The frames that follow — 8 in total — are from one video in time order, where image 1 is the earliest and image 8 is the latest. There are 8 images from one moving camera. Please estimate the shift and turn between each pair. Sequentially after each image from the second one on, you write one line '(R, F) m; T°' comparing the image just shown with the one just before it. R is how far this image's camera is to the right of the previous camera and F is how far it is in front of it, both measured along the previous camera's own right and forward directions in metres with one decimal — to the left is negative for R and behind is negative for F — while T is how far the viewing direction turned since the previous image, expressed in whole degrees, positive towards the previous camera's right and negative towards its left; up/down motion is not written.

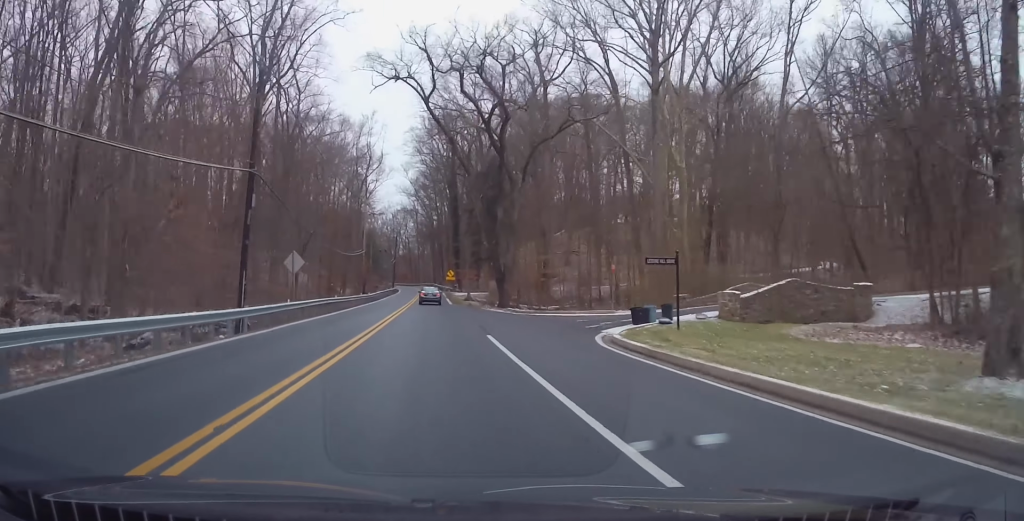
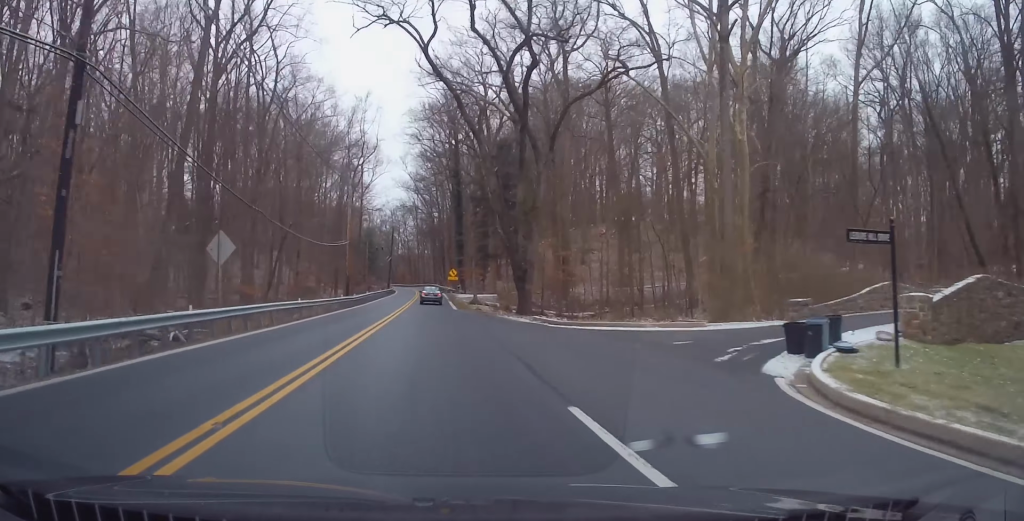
(-0.1, +12.6) m; -1°
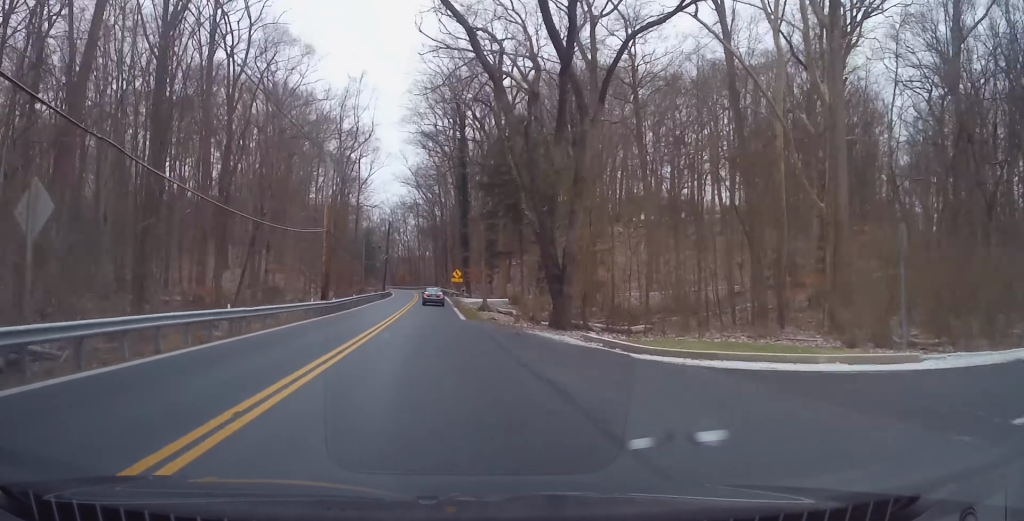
(-0.1, +11.6) m; 0°
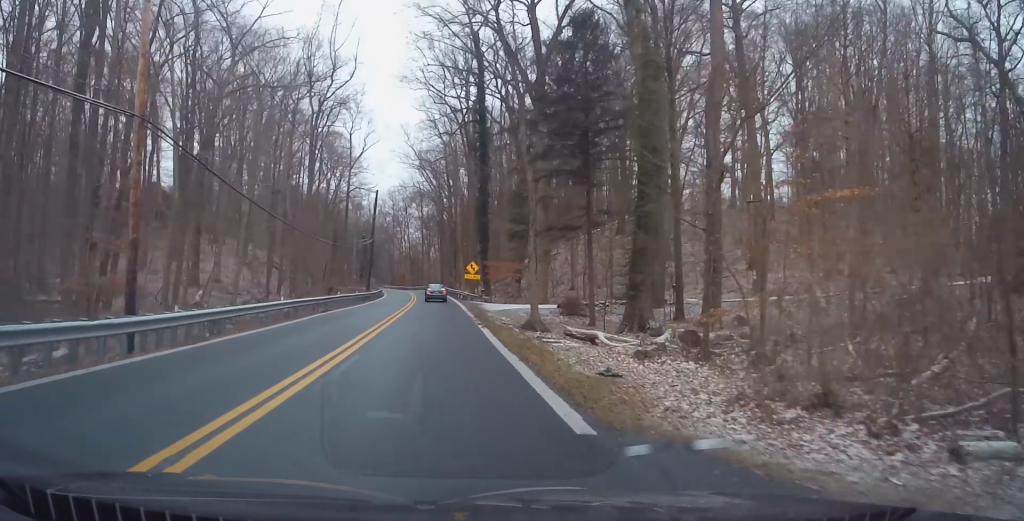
(-0.1, +26.2) m; -1°
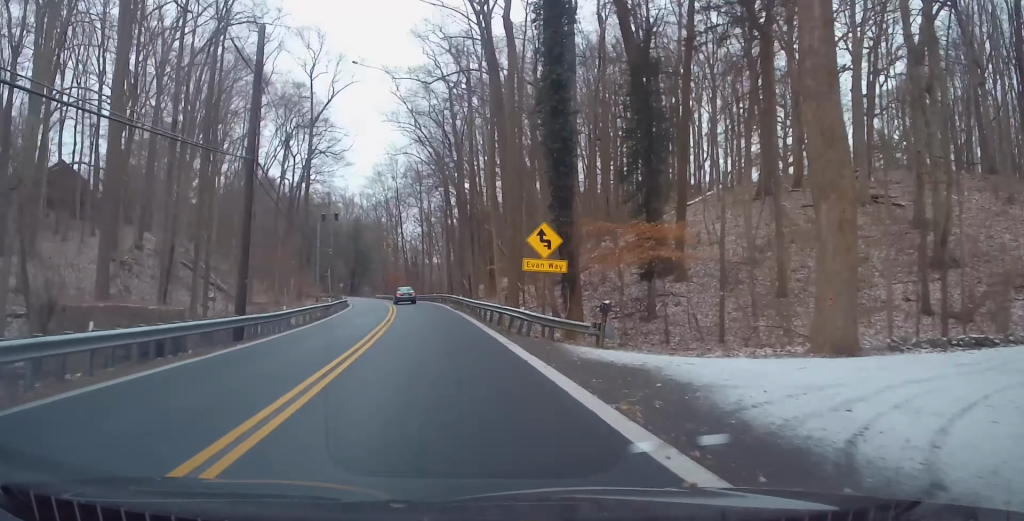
(-0.6, +42.2) m; -2°
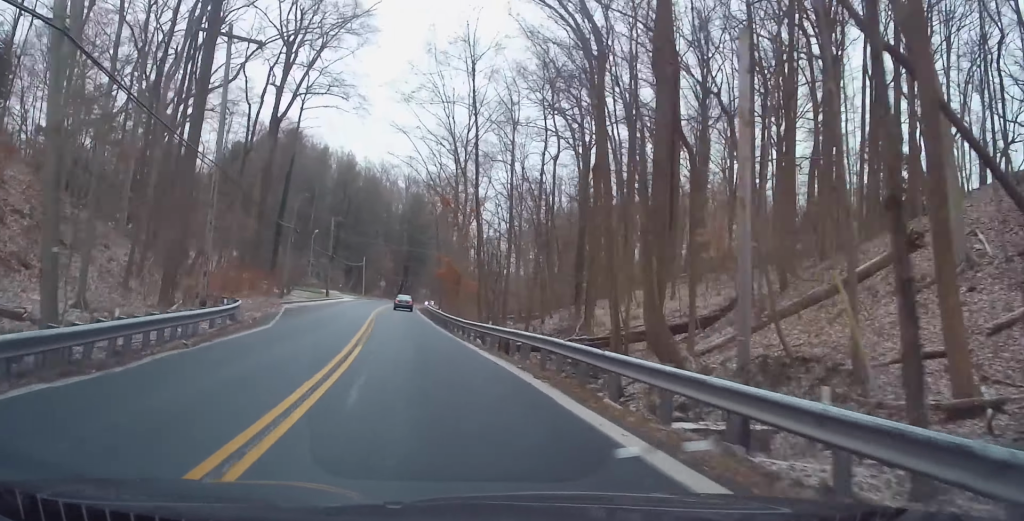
(-1.9, +57.4) m; -5°
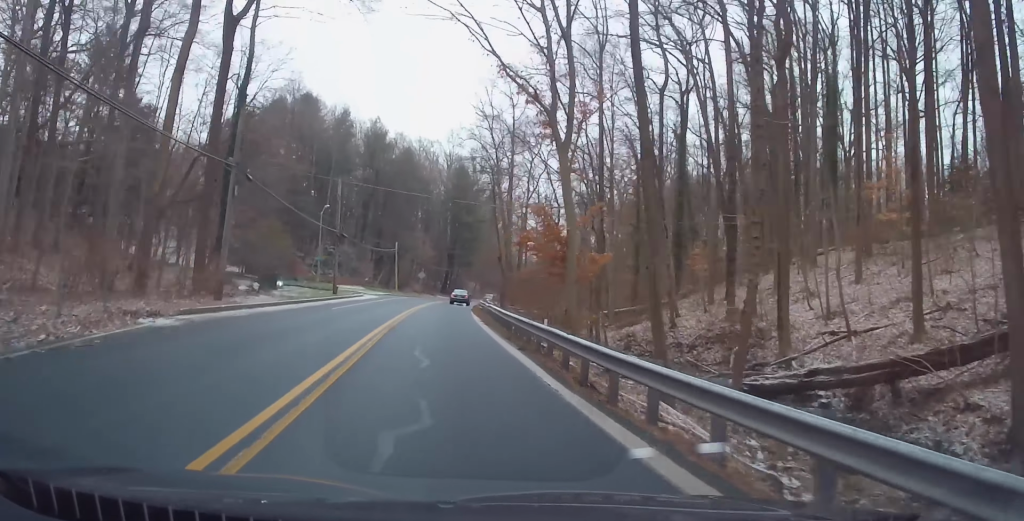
(-0.7, +26.5) m; -1°
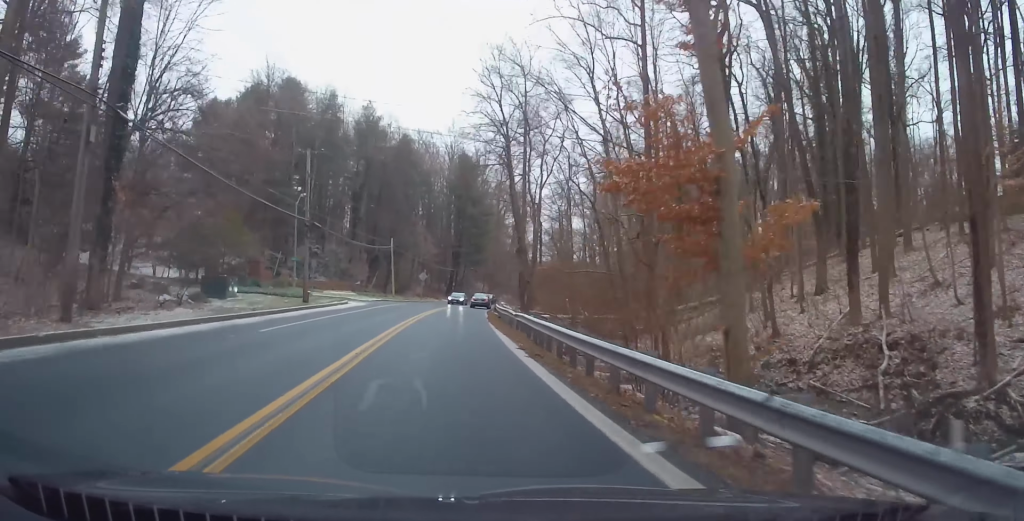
(-0.3, +13.3) m; 0°
